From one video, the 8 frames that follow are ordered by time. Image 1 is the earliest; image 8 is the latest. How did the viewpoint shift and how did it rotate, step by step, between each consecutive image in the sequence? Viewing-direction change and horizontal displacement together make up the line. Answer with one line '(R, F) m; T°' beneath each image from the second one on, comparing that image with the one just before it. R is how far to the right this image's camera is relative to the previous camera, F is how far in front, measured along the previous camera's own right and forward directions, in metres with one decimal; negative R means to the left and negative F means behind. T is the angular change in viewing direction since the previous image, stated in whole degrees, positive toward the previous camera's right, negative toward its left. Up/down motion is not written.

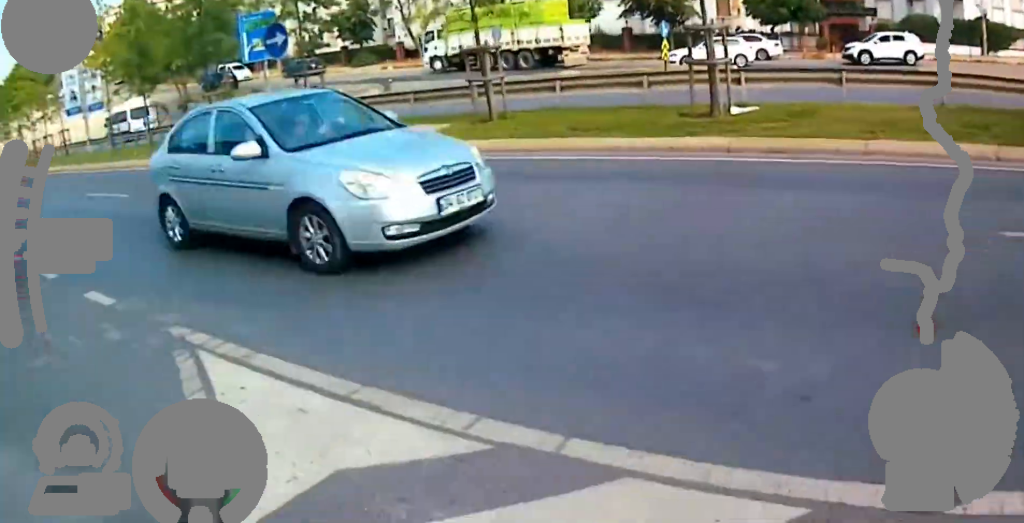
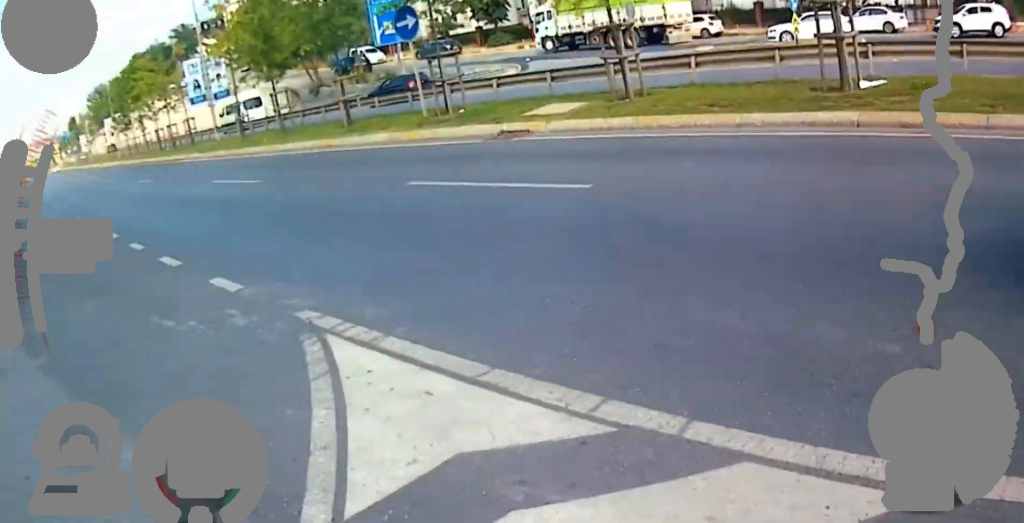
(0.0, +2.9) m; 0°
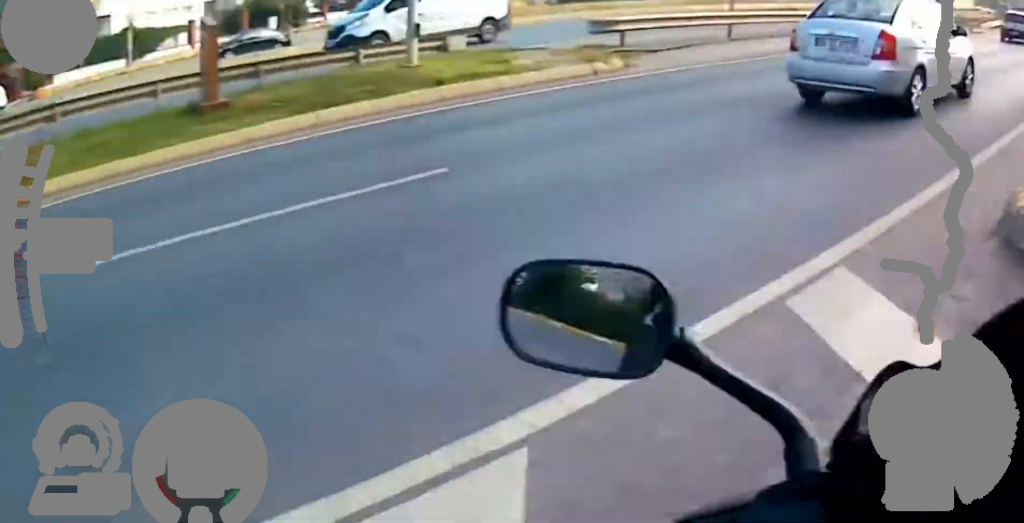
(0.0, +3.0) m; 0°
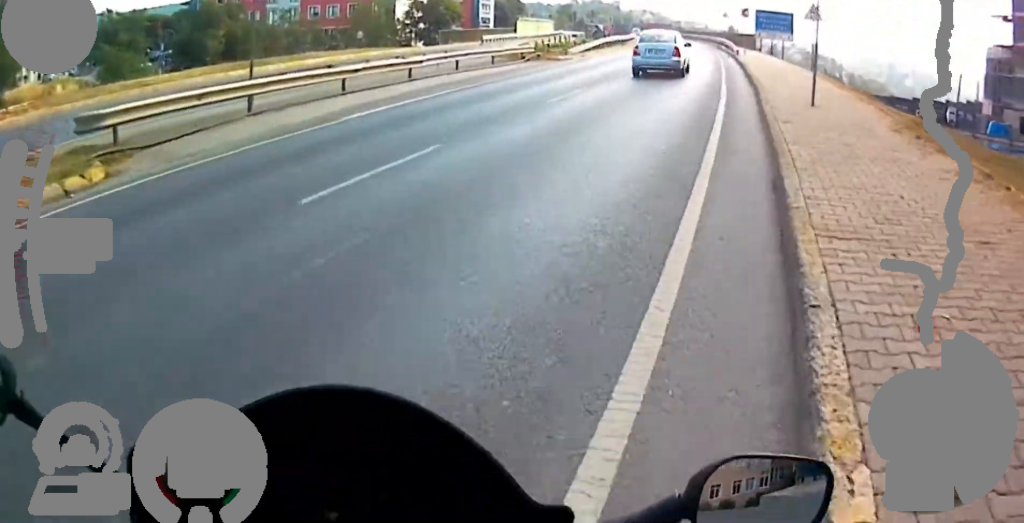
(0.0, +7.2) m; +1°
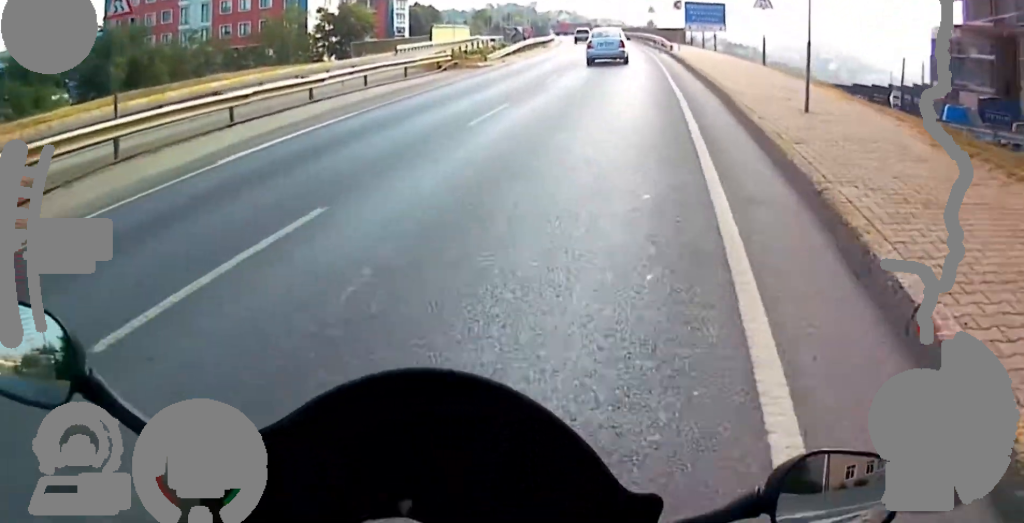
(0.0, +3.8) m; +4°
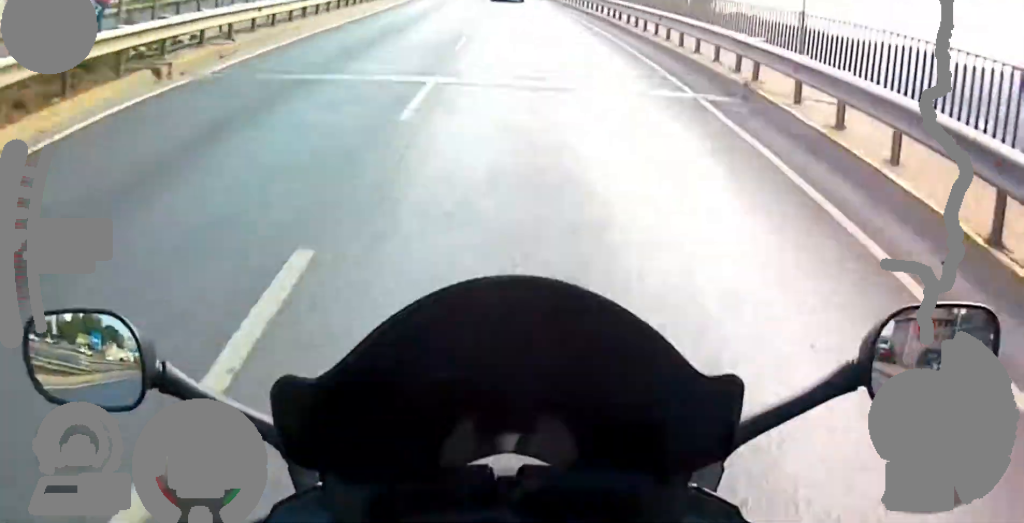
(+11.5, +25.1) m; +32°
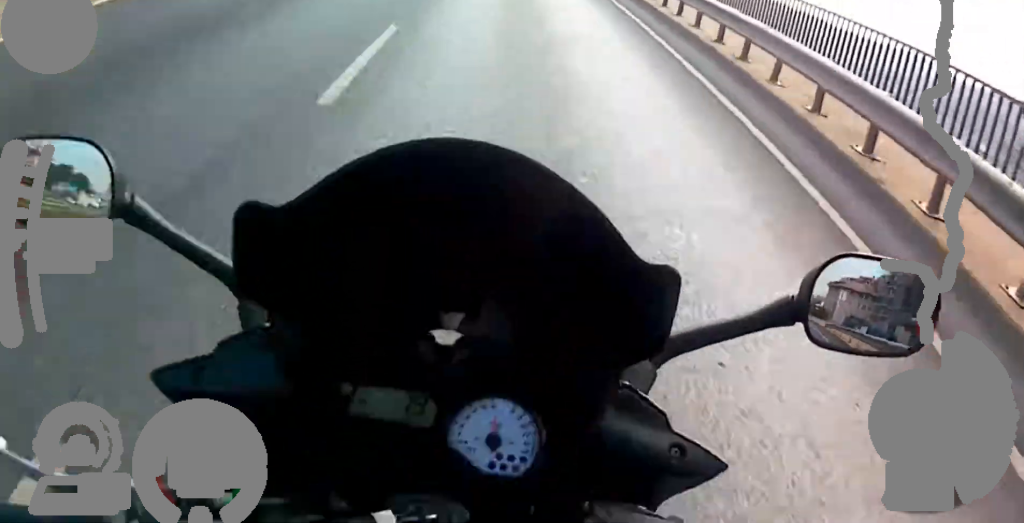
(0.0, +6.6) m; 0°
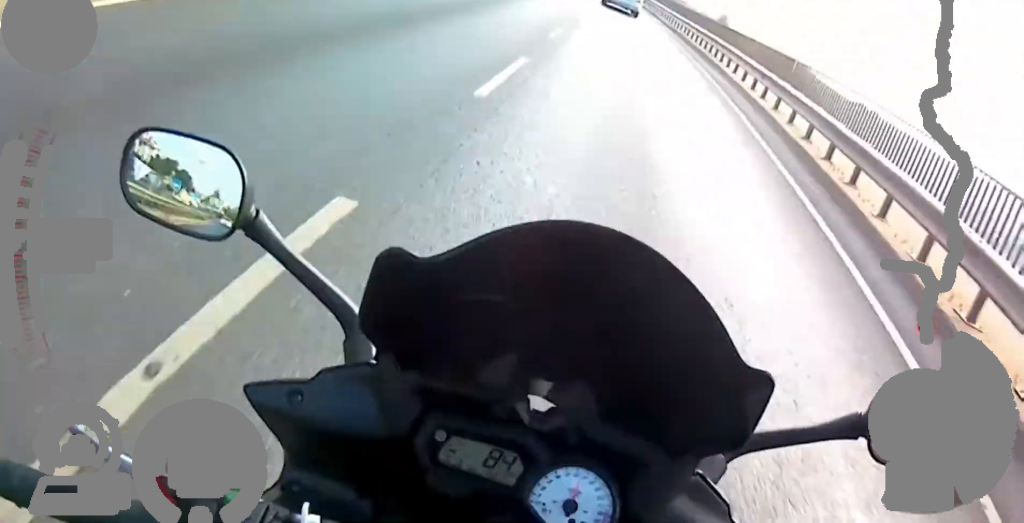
(0.0, +4.4) m; 0°
